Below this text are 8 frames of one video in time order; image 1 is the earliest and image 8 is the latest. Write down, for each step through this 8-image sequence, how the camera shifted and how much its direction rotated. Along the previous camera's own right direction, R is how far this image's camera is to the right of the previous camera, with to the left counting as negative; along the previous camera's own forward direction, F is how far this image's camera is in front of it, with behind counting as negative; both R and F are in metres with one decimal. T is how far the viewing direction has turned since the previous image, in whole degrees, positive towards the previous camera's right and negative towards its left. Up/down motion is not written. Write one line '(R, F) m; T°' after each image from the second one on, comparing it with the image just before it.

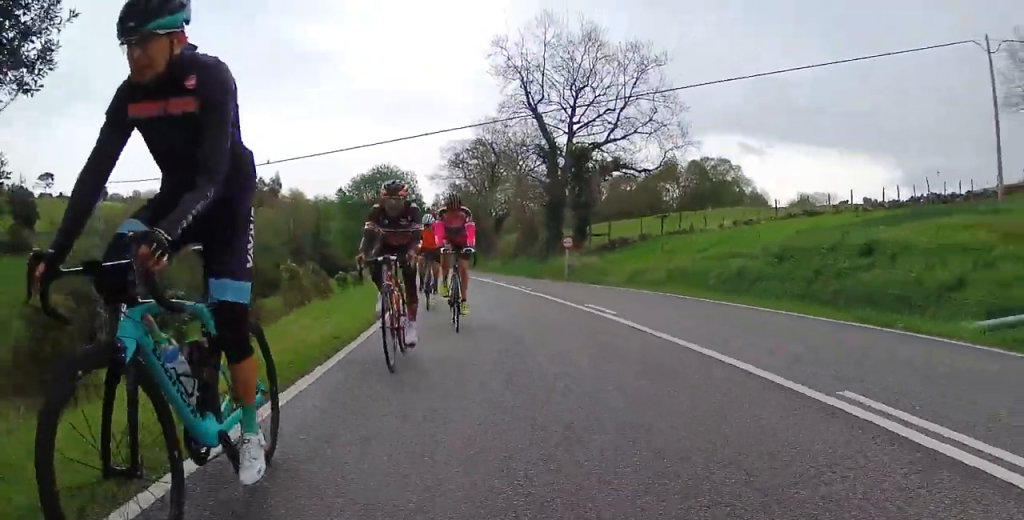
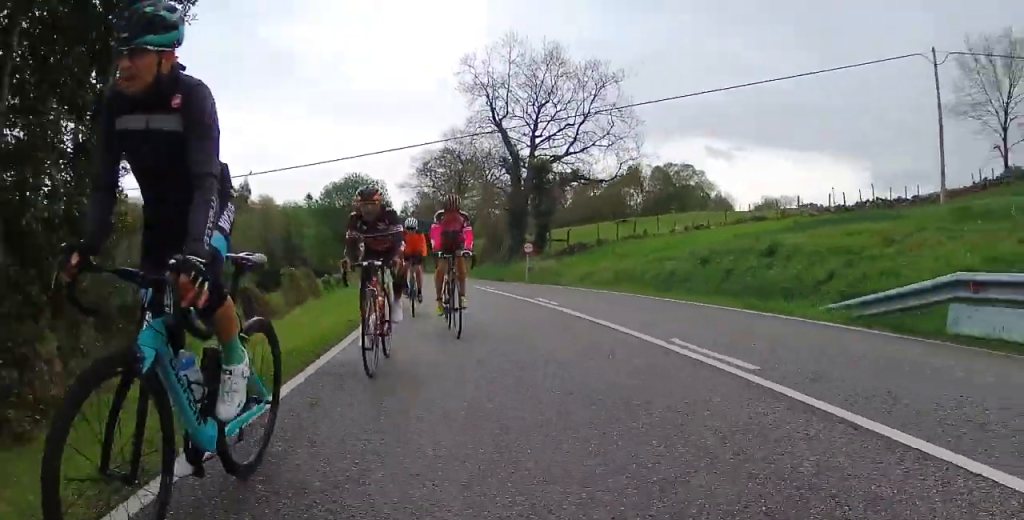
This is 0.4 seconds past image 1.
(0.0, +2.7) m; +1°
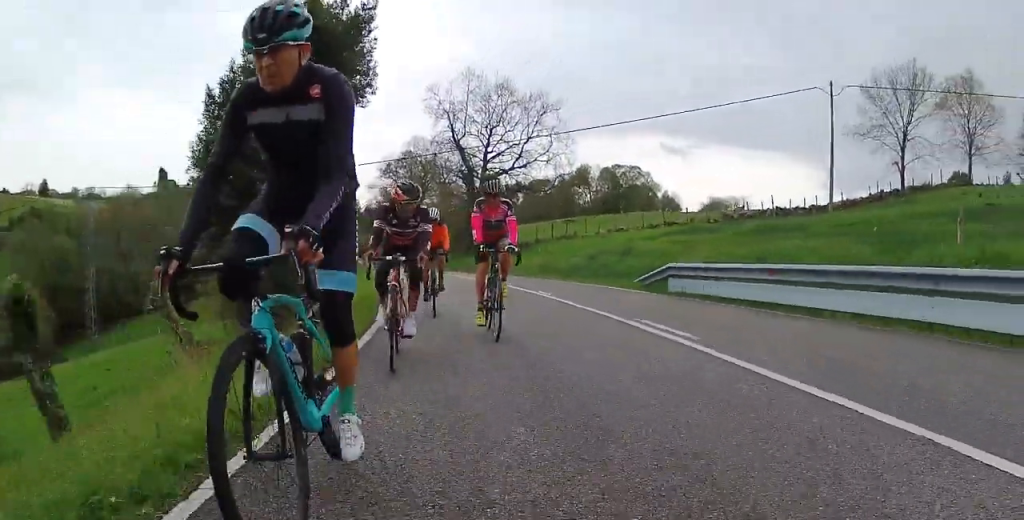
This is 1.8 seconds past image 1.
(+0.4, +8.6) m; +8°
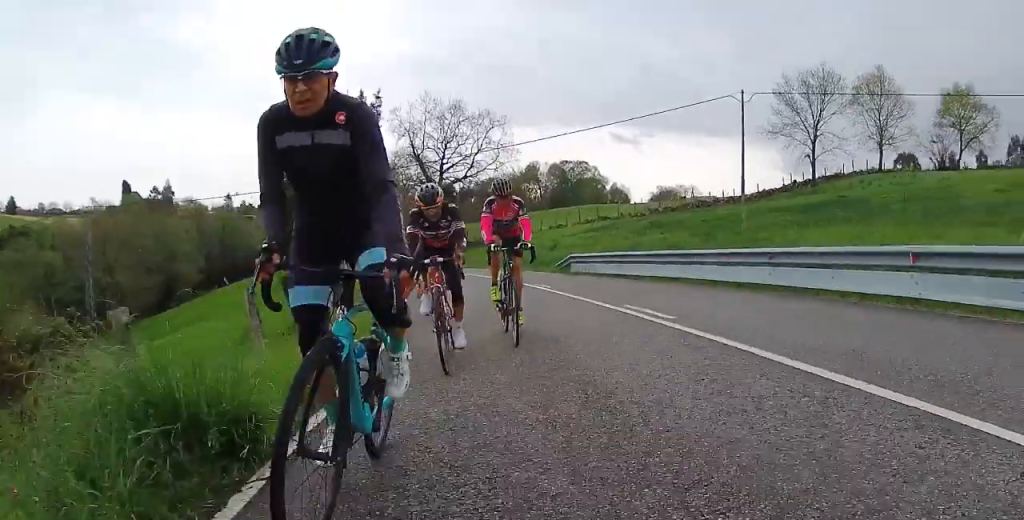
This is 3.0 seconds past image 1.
(+0.7, +7.6) m; +8°
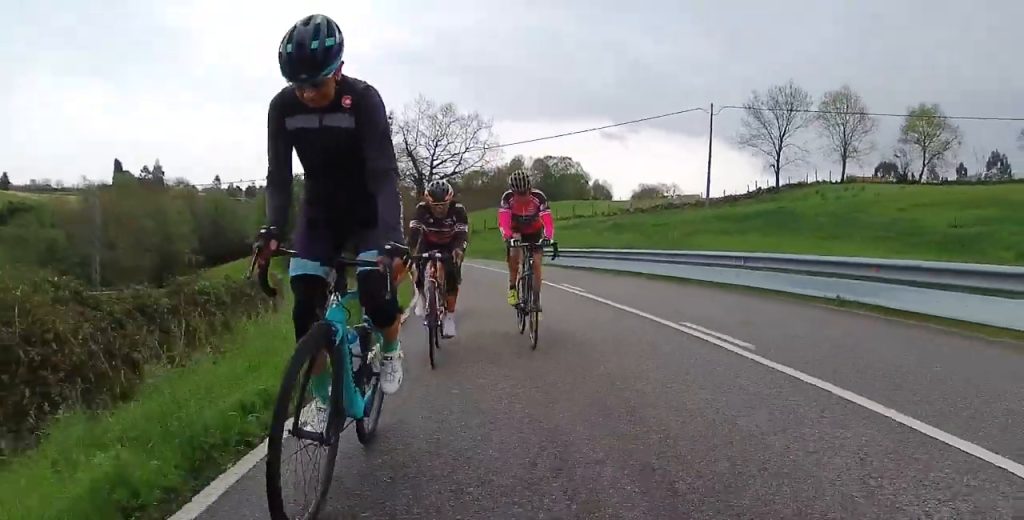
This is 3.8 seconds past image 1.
(+0.1, +4.9) m; +4°
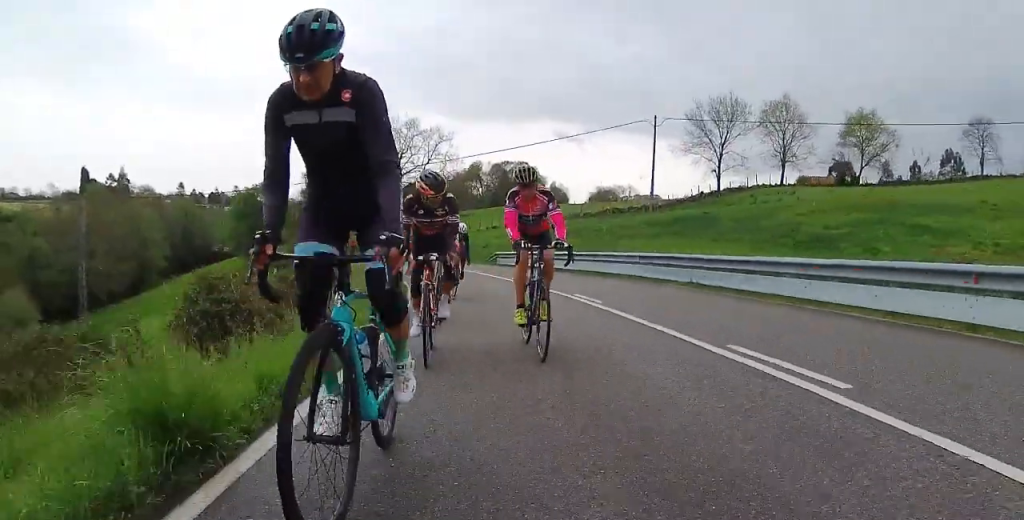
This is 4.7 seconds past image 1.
(+0.3, +5.2) m; +3°
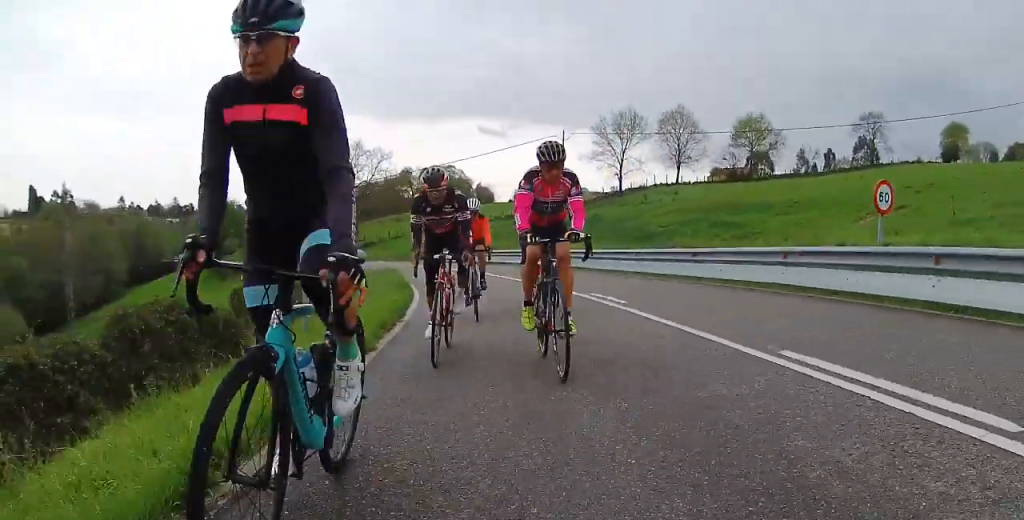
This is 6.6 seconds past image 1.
(0.0, +11.9) m; 0°
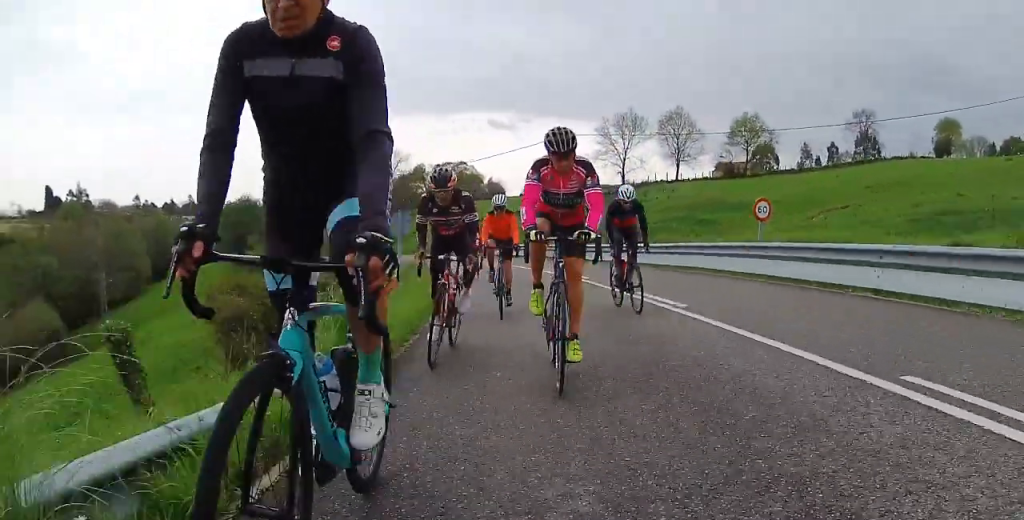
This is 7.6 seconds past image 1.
(0.0, +5.8) m; 0°
